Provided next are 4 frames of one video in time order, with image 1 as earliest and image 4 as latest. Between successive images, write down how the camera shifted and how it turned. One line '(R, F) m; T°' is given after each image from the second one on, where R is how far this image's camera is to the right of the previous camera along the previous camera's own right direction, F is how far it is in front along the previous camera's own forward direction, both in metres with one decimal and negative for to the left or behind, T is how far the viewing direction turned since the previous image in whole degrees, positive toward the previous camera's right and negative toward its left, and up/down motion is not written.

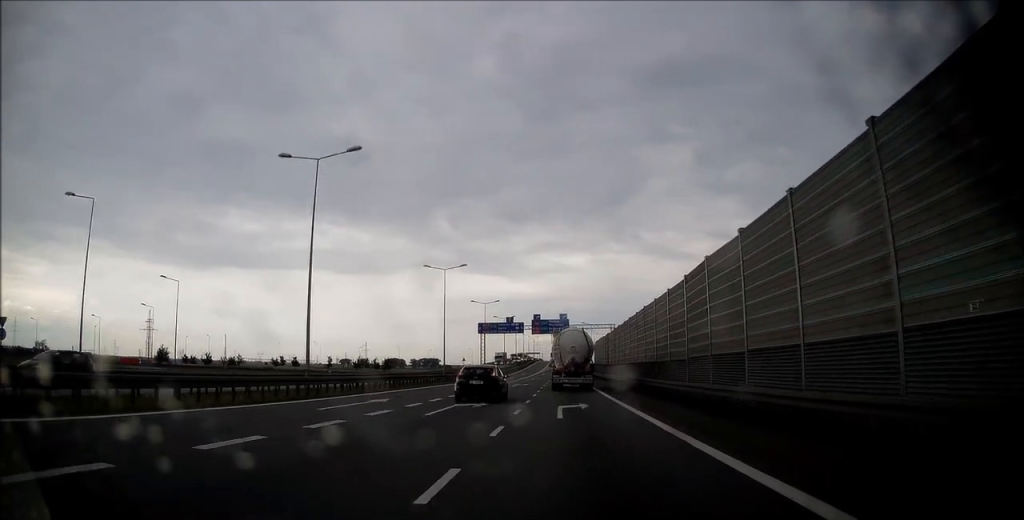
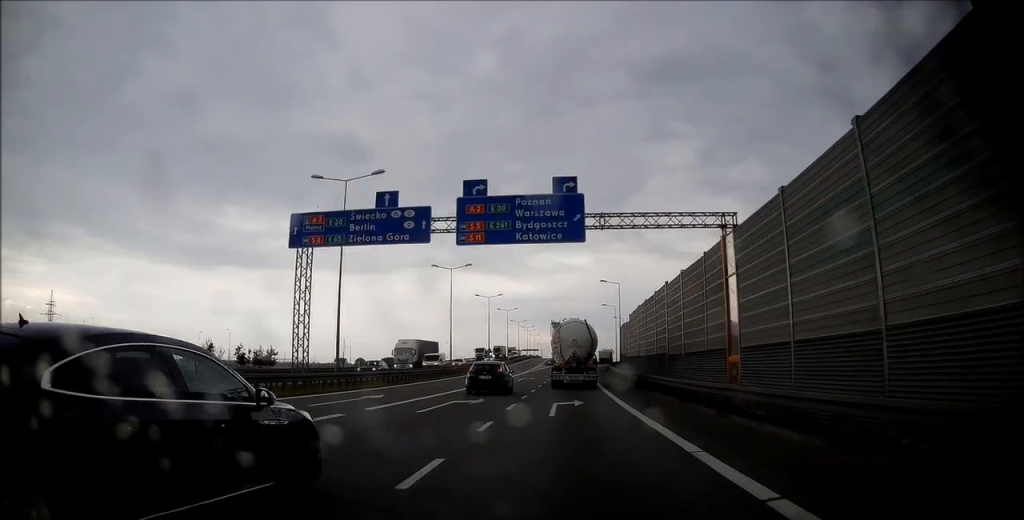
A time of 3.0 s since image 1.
(0.0, +59.9) m; 0°
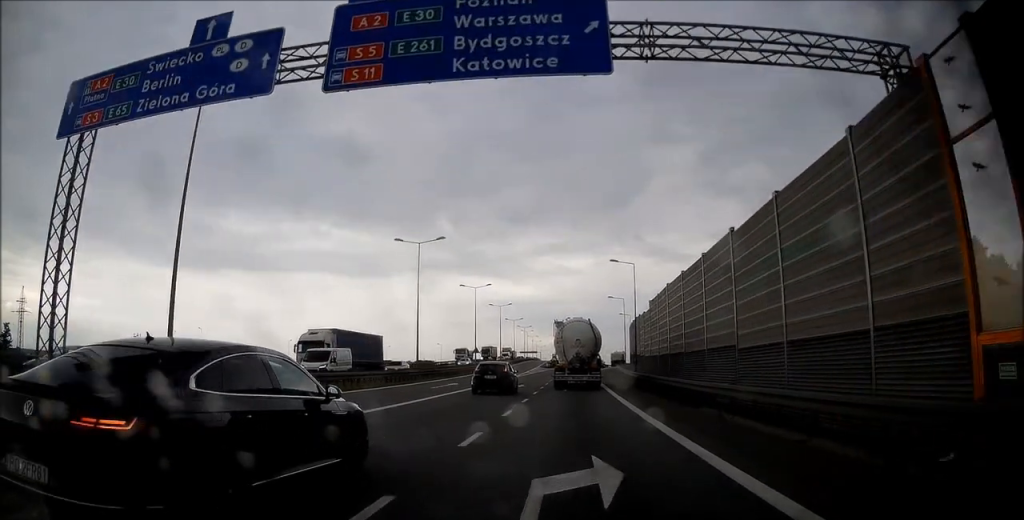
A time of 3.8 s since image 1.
(+0.1, +14.5) m; 0°
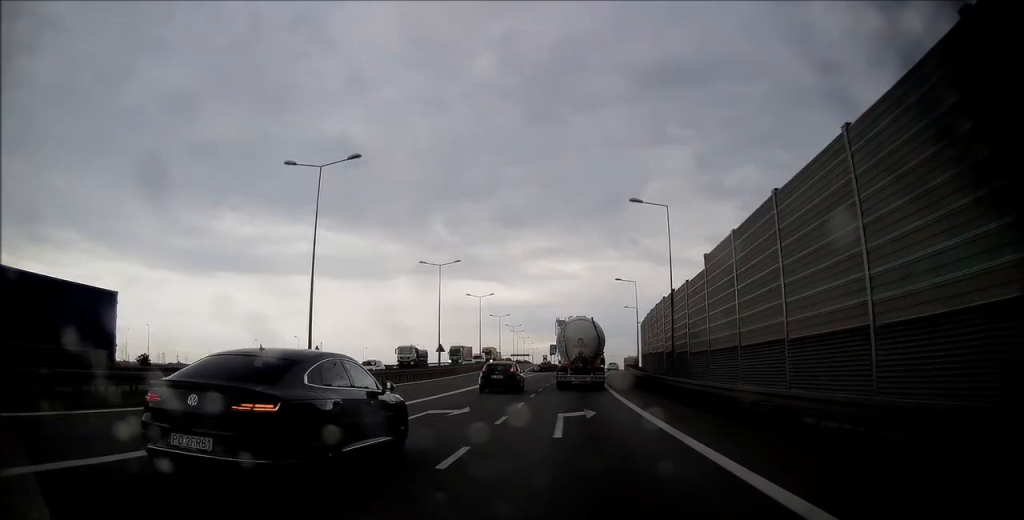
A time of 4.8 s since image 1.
(-0.3, +20.3) m; 0°
